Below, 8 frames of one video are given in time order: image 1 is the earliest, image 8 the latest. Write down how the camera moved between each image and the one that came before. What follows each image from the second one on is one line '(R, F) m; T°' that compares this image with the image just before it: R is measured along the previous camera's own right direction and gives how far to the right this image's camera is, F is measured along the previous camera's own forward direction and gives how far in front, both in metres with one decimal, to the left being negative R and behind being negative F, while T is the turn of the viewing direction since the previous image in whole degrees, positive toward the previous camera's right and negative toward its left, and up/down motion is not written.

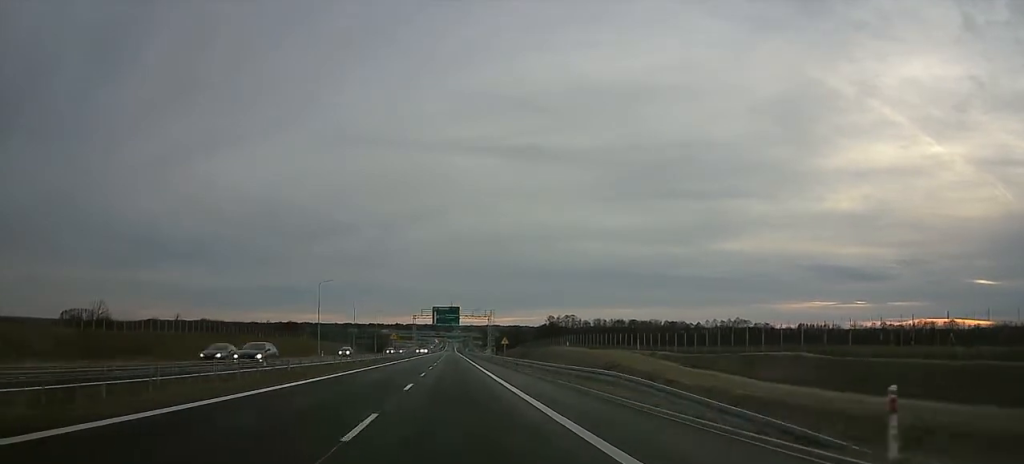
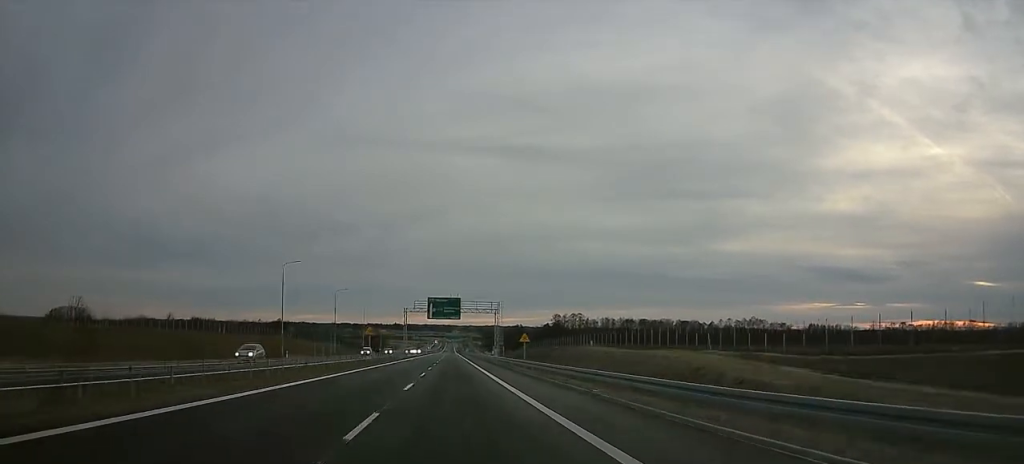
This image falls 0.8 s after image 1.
(+0.3, +23.7) m; +1°
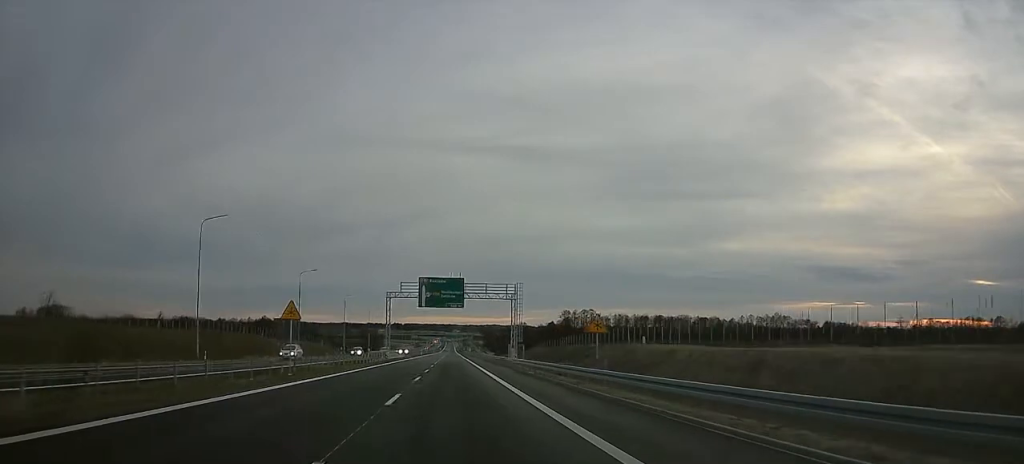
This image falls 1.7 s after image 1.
(+0.2, +29.8) m; -1°
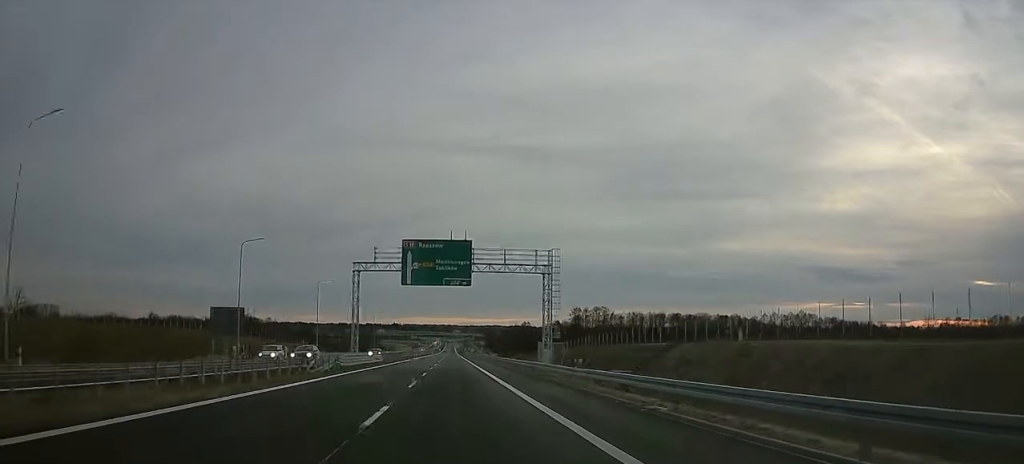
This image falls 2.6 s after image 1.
(-0.5, +27.8) m; -1°
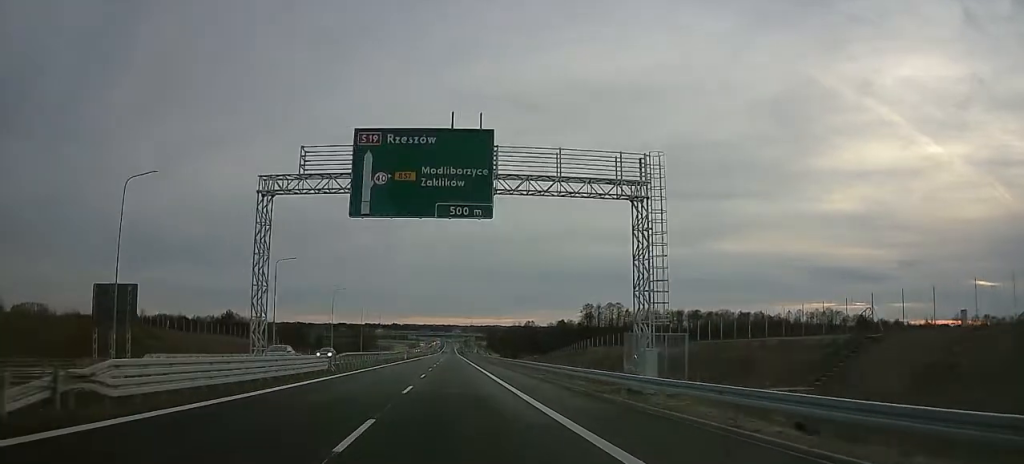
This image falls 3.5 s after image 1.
(0.0, +26.8) m; 0°
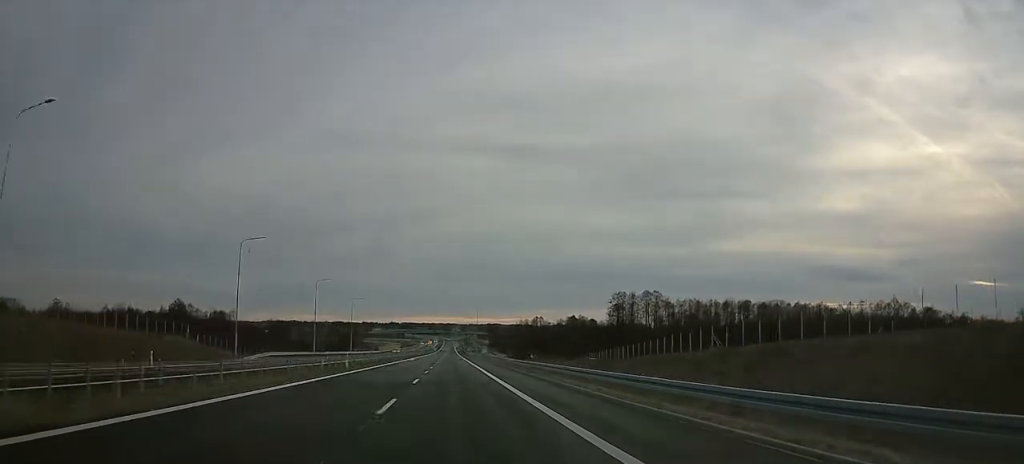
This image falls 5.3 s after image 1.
(0.0, +55.5) m; 0°
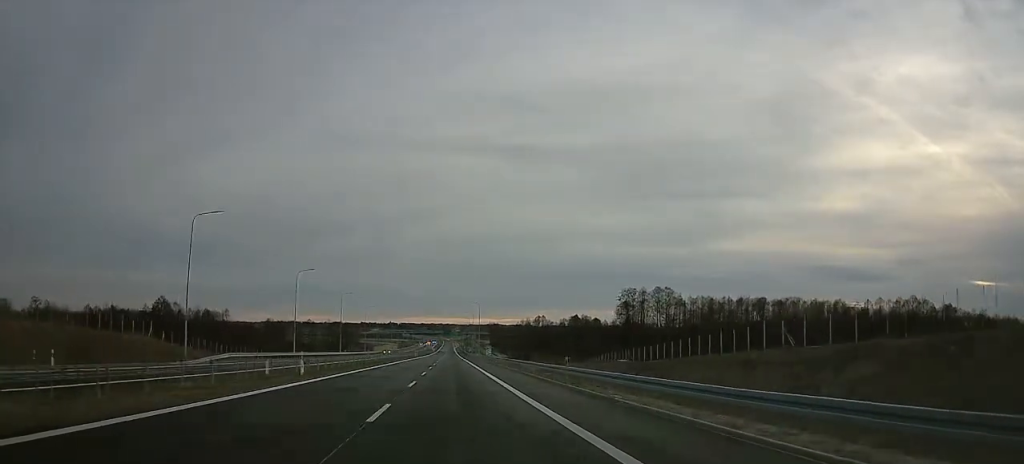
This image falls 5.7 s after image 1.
(0.0, +13.4) m; +1°
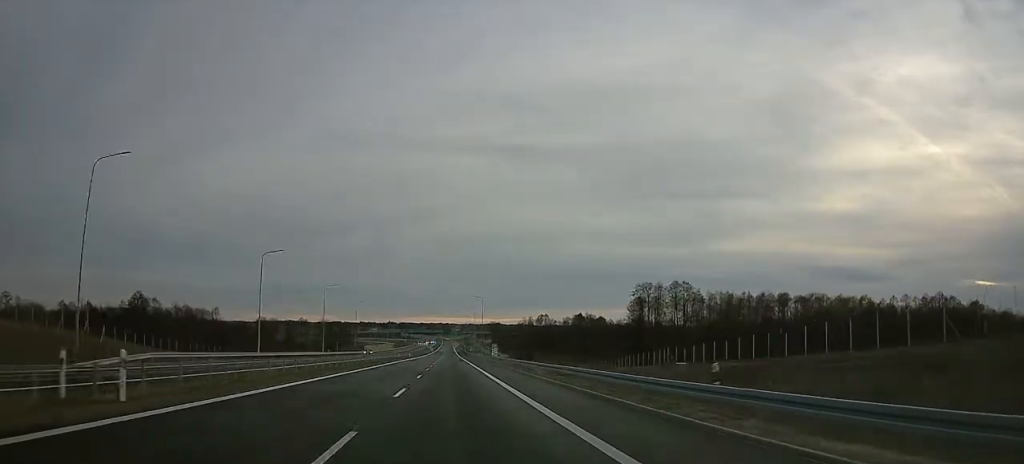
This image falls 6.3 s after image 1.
(-0.2, +17.5) m; +1°
